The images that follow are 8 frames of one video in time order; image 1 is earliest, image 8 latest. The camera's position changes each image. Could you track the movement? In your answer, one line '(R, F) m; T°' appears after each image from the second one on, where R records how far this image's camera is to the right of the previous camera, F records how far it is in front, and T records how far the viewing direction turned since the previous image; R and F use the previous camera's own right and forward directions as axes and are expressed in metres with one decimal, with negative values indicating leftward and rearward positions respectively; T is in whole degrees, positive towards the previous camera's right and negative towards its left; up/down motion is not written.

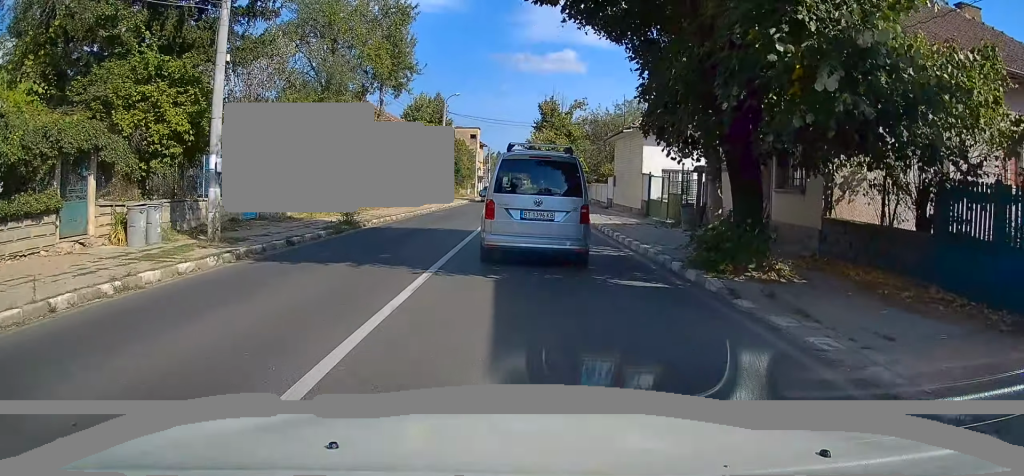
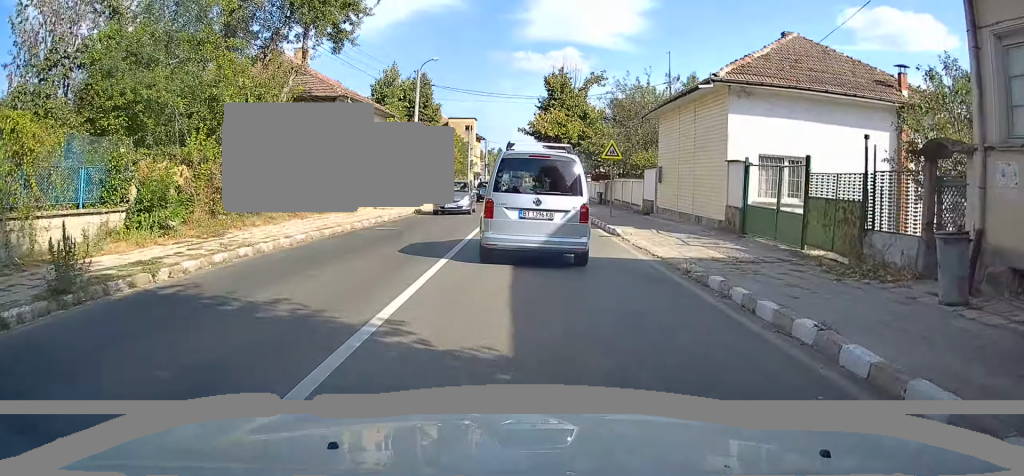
(-0.2, +13.3) m; +1°
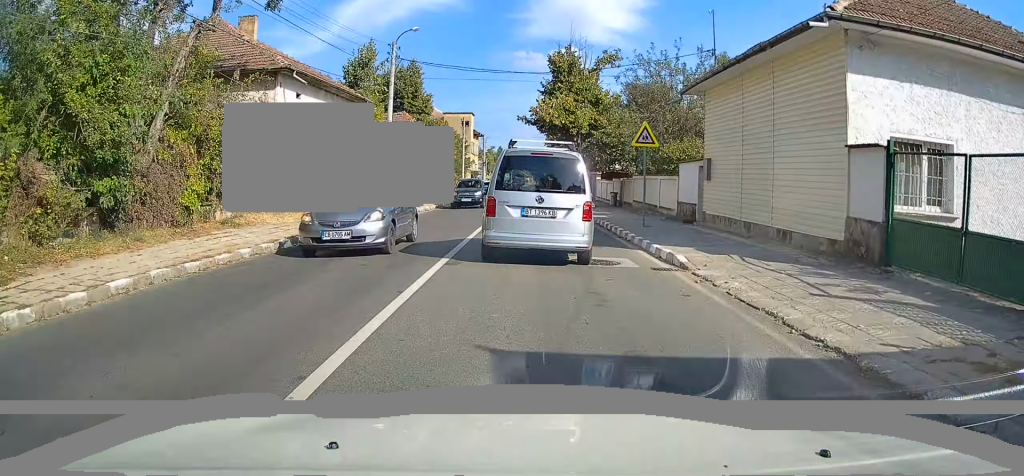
(+0.2, +7.2) m; +2°
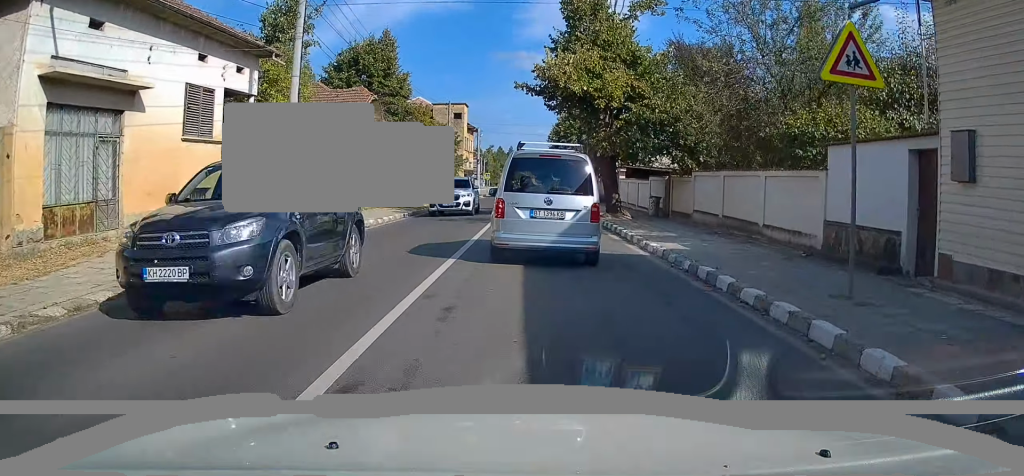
(+0.3, +12.8) m; 0°
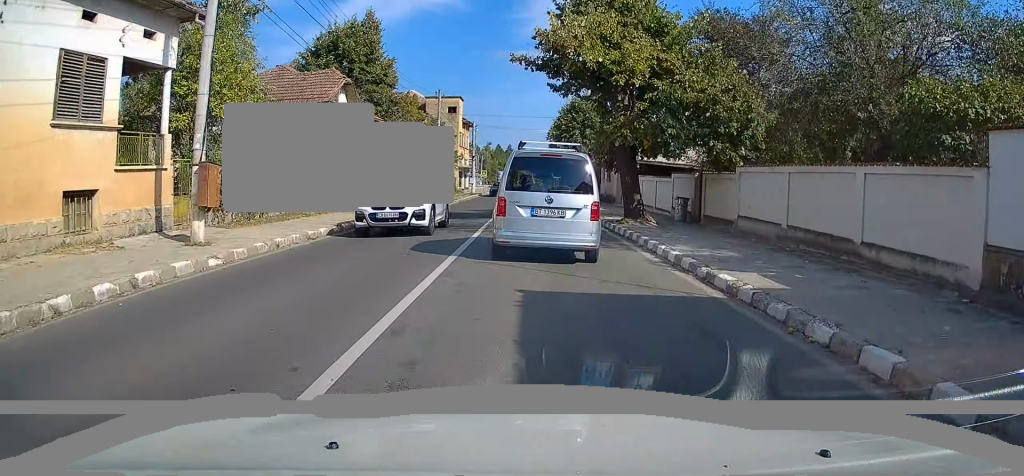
(0.0, +5.1) m; -1°
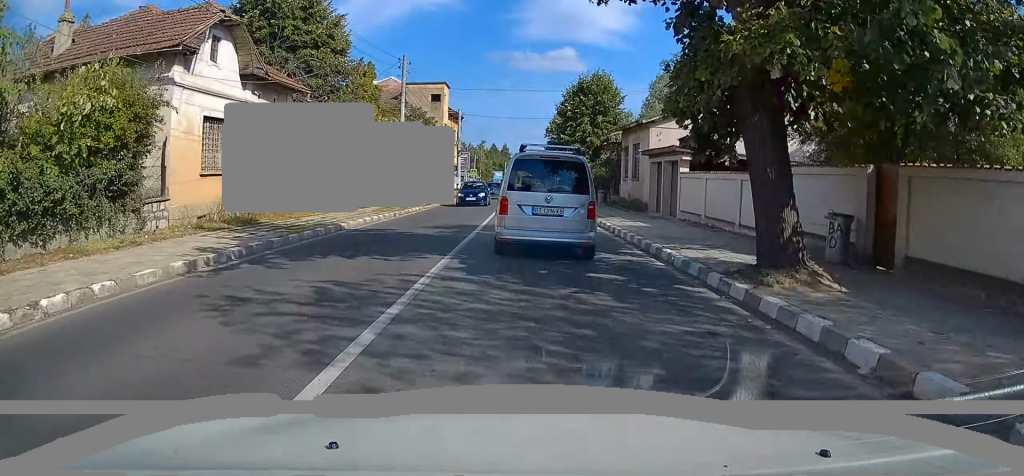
(-0.3, +12.2) m; -2°
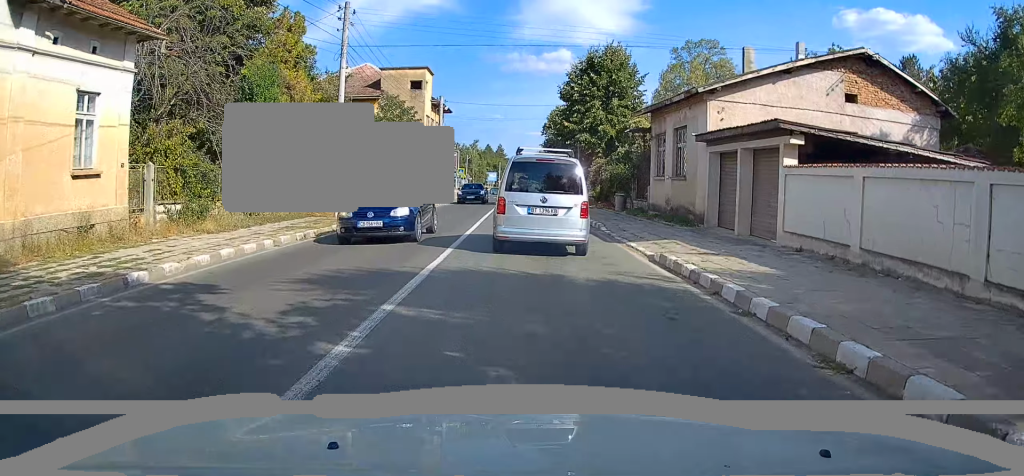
(0.0, +10.3) m; +1°
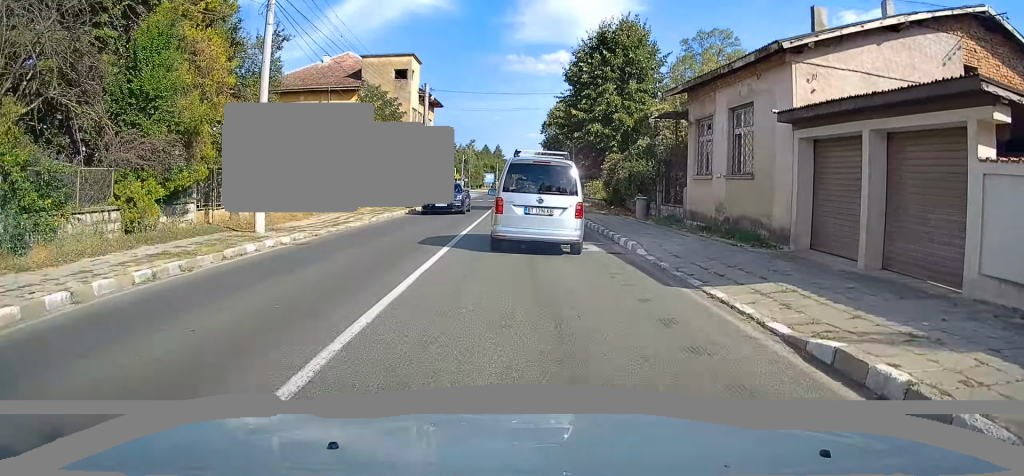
(0.0, +6.8) m; +2°
